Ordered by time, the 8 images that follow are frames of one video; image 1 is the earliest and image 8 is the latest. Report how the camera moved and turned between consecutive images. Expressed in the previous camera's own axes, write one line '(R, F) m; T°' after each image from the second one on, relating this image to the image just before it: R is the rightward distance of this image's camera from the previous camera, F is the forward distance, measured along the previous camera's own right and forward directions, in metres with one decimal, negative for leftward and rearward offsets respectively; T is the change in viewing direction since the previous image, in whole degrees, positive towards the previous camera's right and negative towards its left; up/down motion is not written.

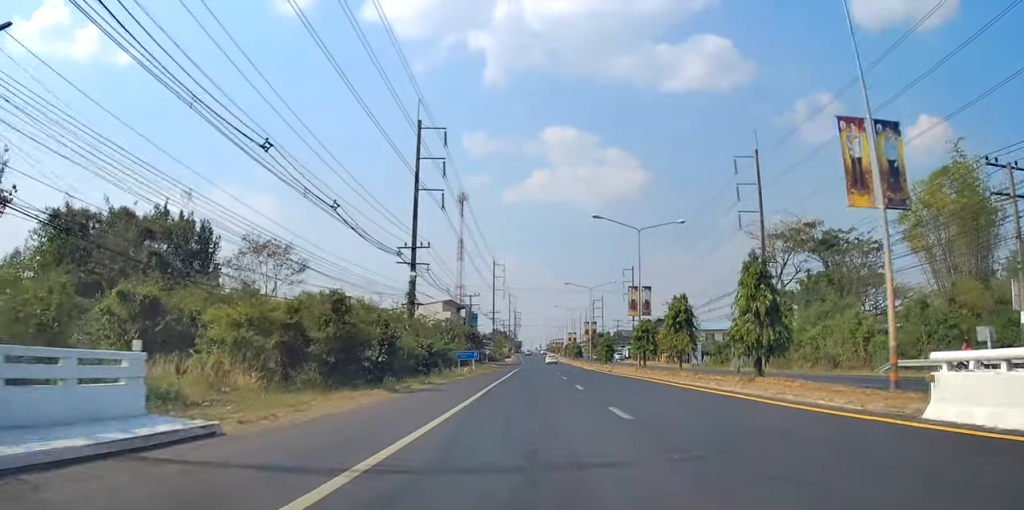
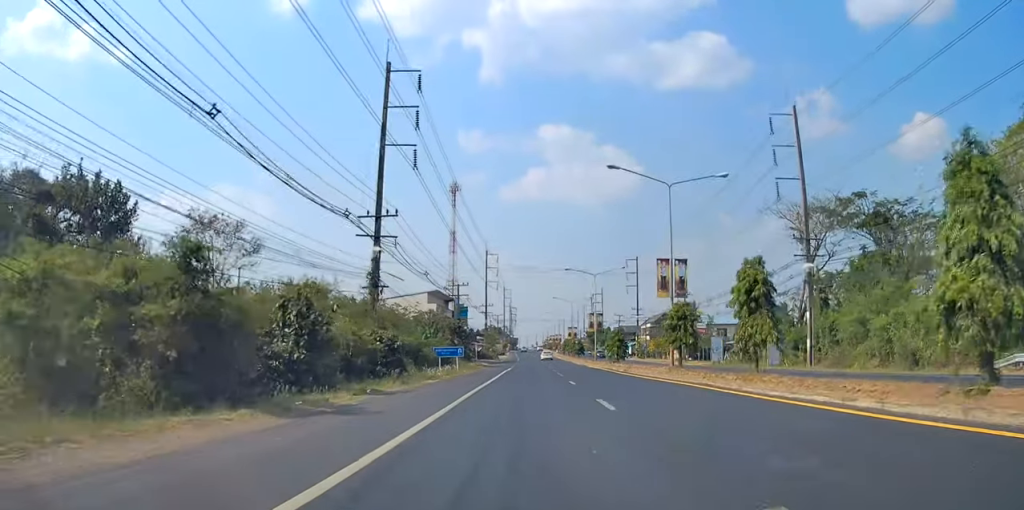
(-0.3, +10.5) m; 0°
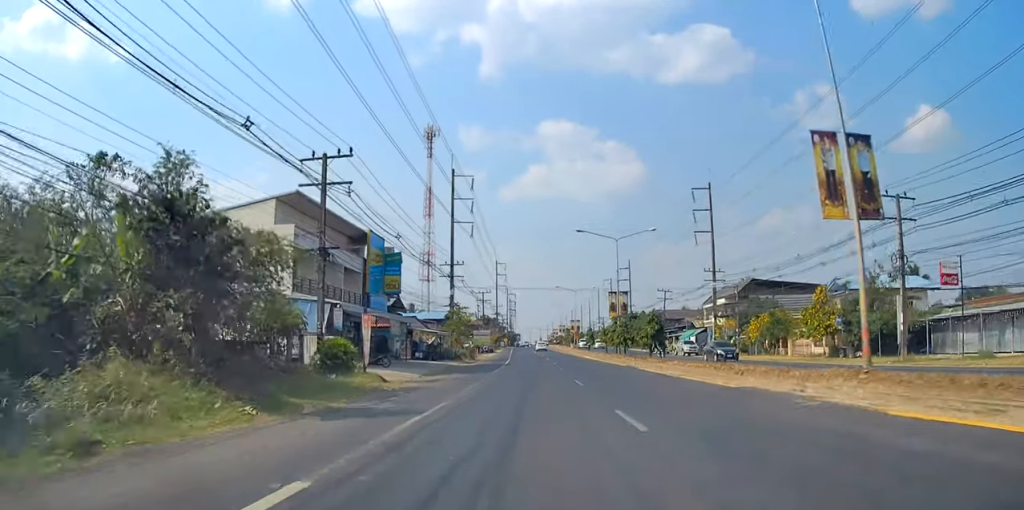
(0.0, +51.9) m; -1°
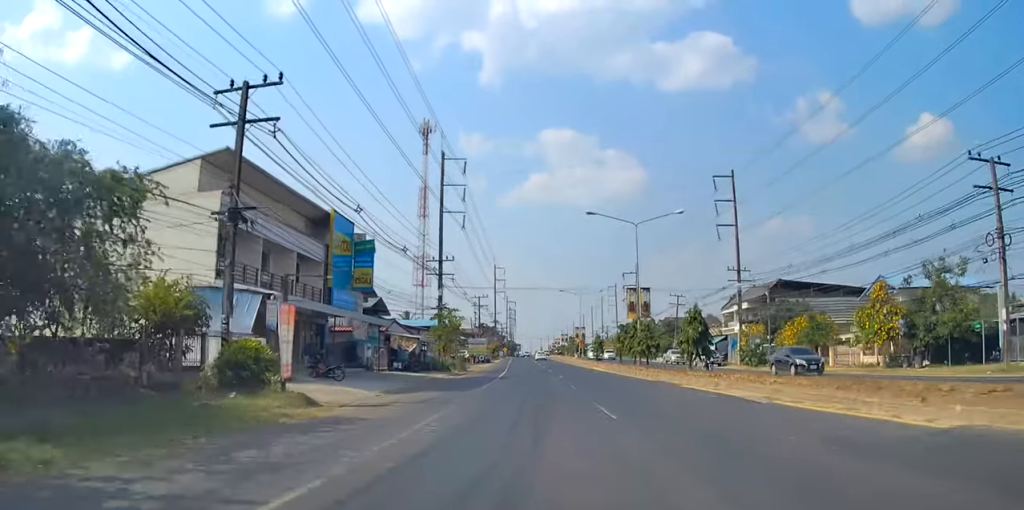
(+0.3, +9.2) m; 0°
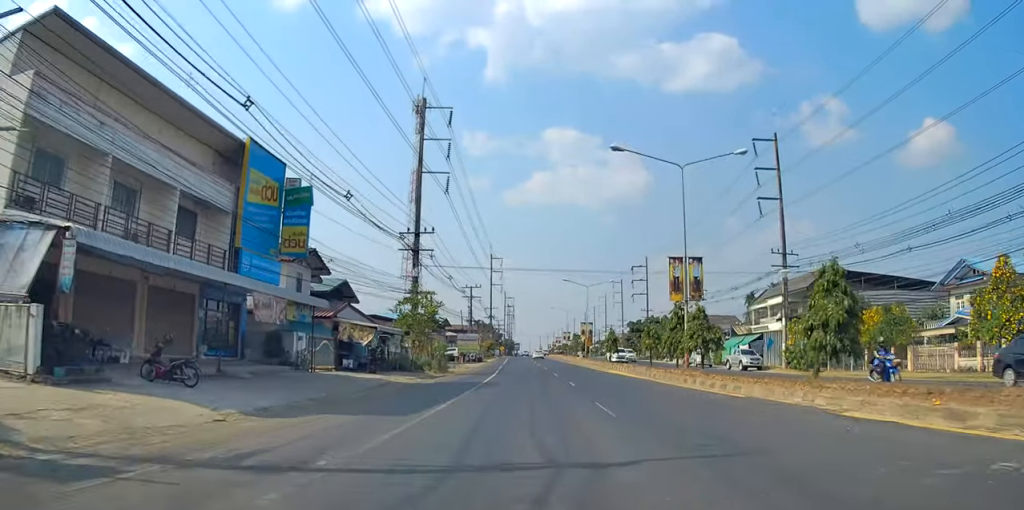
(-0.2, +12.6) m; 0°
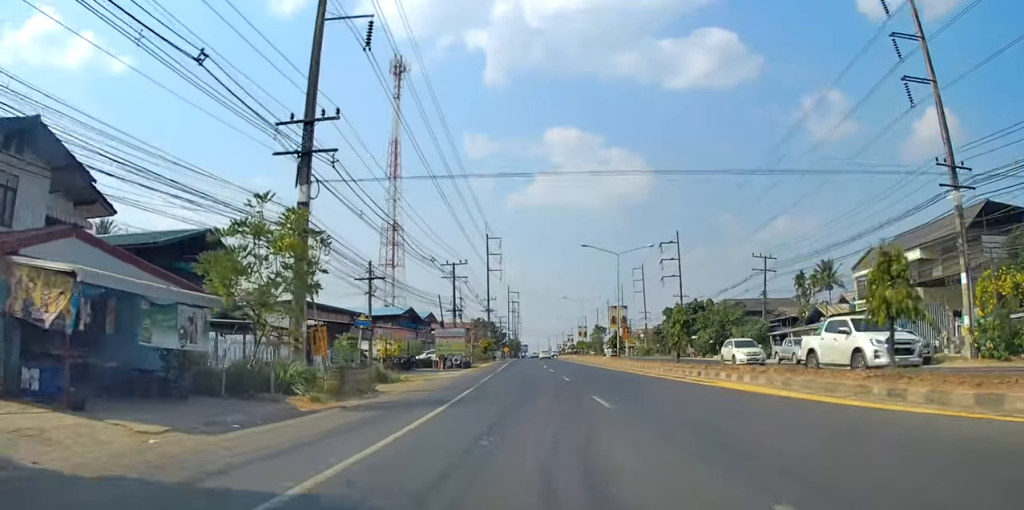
(+0.1, +23.8) m; +1°
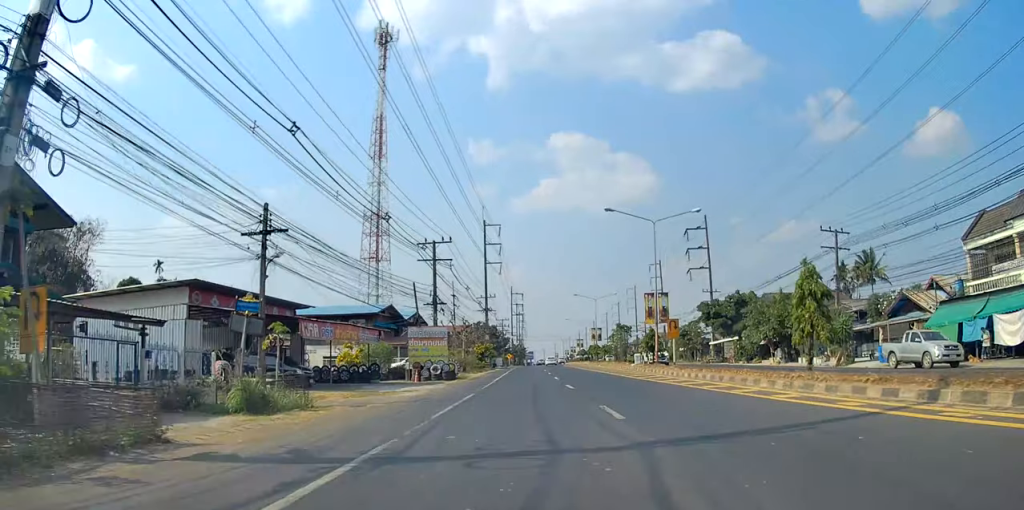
(+0.2, +14.4) m; +1°
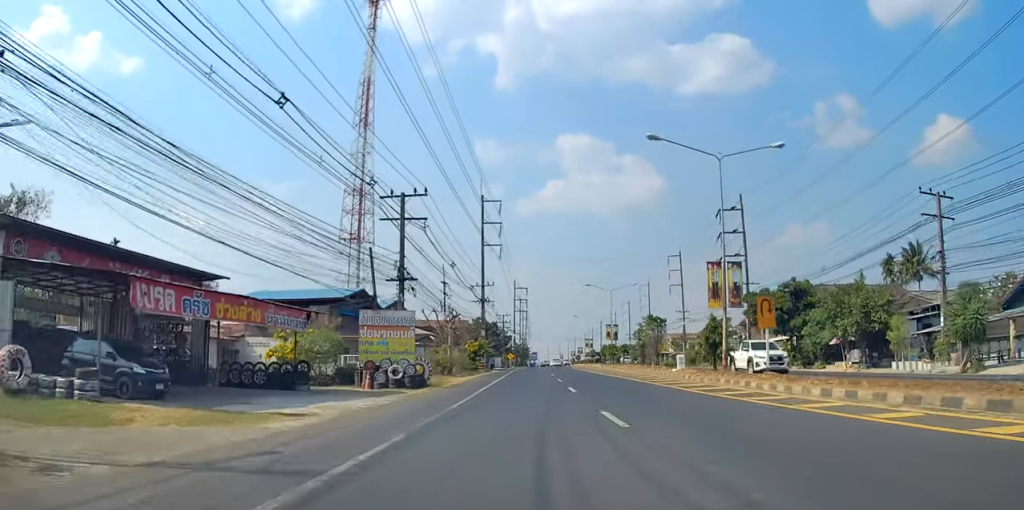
(0.0, +13.6) m; 0°
